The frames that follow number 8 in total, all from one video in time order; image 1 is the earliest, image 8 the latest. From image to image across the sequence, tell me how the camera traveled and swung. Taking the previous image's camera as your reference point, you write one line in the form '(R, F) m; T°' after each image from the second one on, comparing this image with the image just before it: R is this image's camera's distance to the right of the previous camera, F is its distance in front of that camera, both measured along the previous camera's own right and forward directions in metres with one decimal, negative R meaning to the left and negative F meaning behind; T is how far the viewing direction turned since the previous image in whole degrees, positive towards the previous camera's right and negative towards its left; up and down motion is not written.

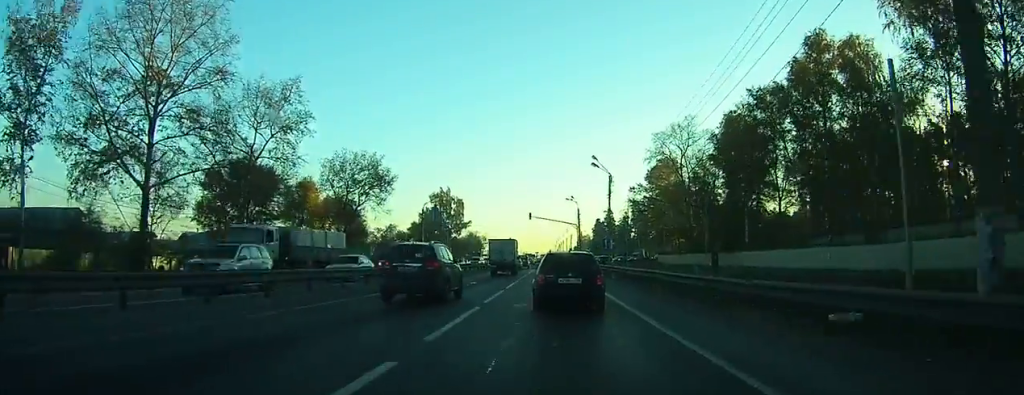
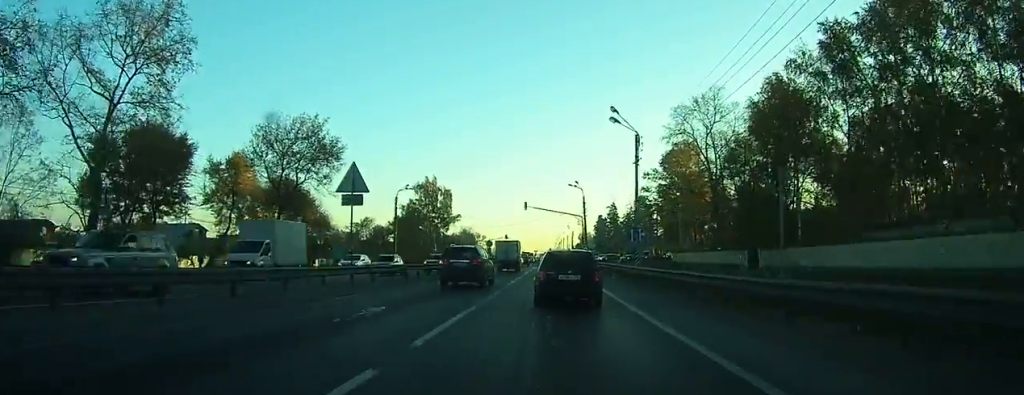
(0.0, +16.3) m; 0°
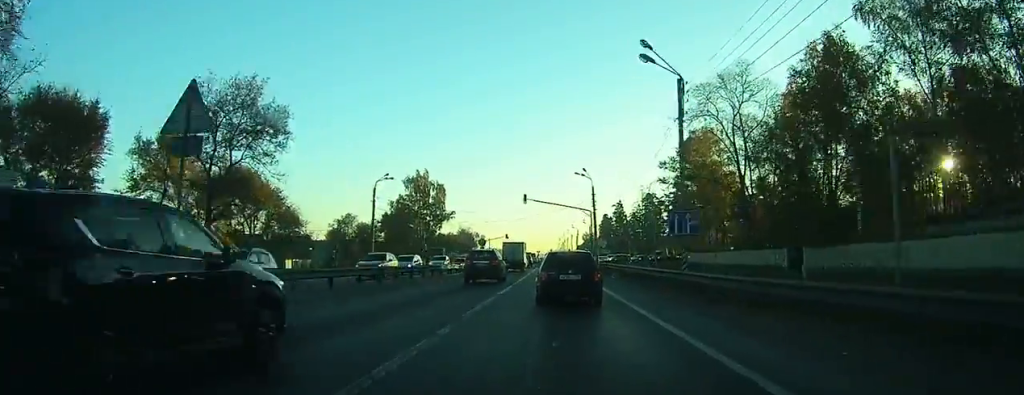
(0.0, +11.3) m; 0°
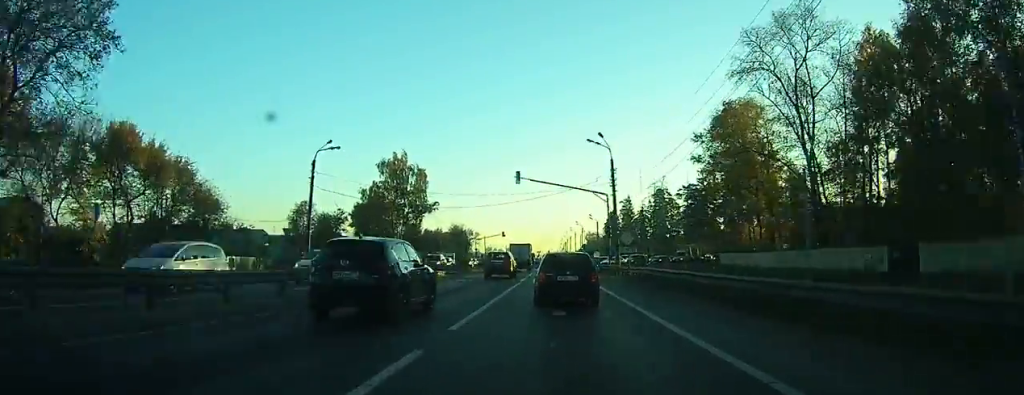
(0.0, +18.6) m; 0°
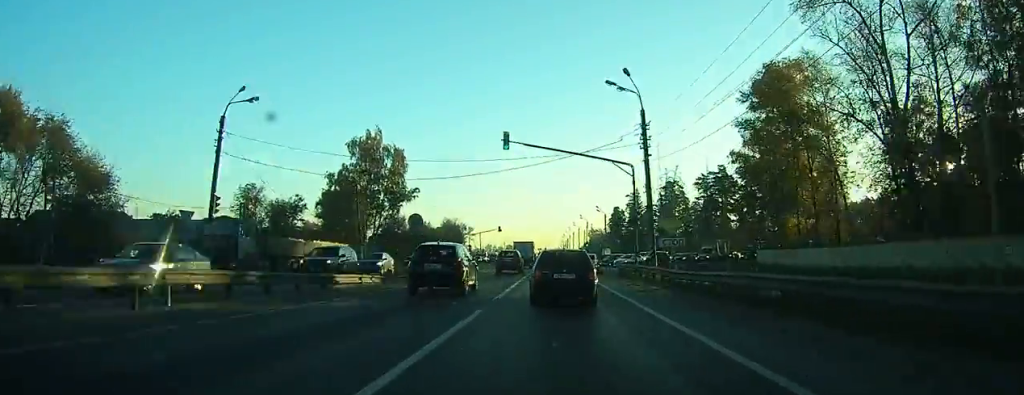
(0.0, +16.0) m; 0°
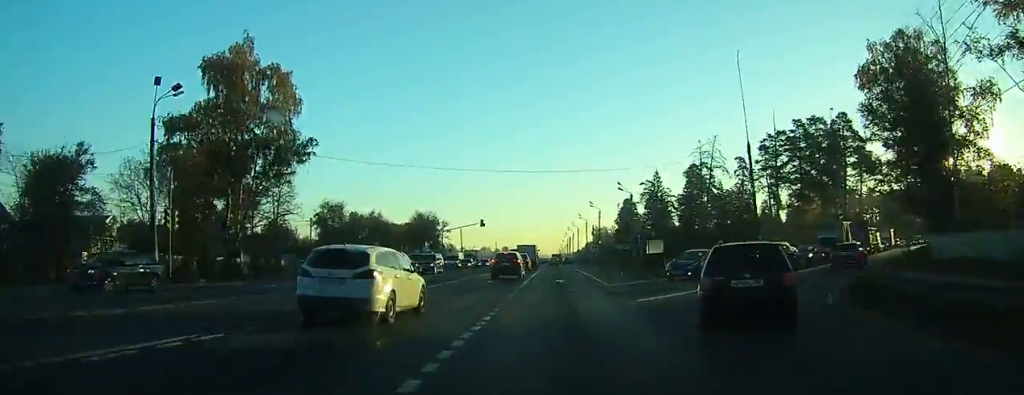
(-0.2, +40.2) m; 0°
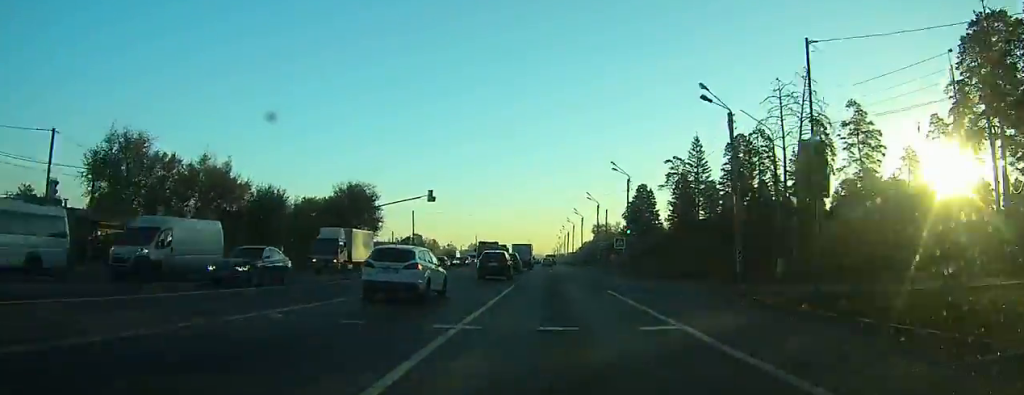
(0.0, +44.1) m; 0°
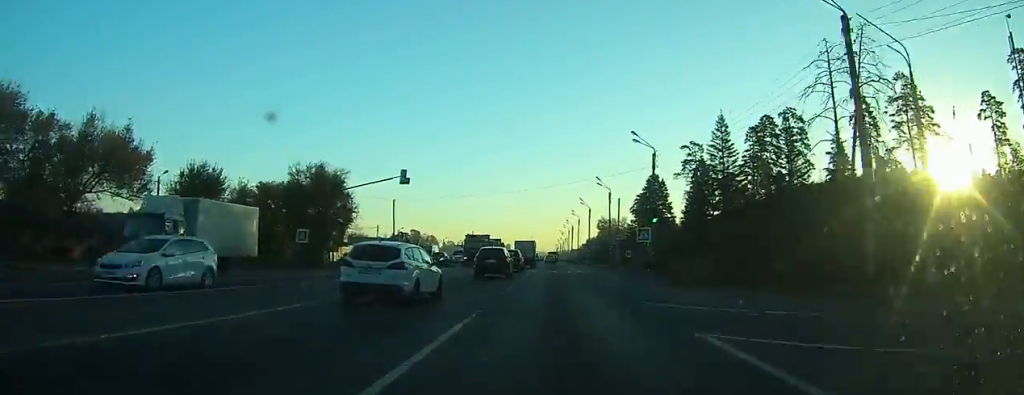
(+0.1, +13.0) m; 0°
